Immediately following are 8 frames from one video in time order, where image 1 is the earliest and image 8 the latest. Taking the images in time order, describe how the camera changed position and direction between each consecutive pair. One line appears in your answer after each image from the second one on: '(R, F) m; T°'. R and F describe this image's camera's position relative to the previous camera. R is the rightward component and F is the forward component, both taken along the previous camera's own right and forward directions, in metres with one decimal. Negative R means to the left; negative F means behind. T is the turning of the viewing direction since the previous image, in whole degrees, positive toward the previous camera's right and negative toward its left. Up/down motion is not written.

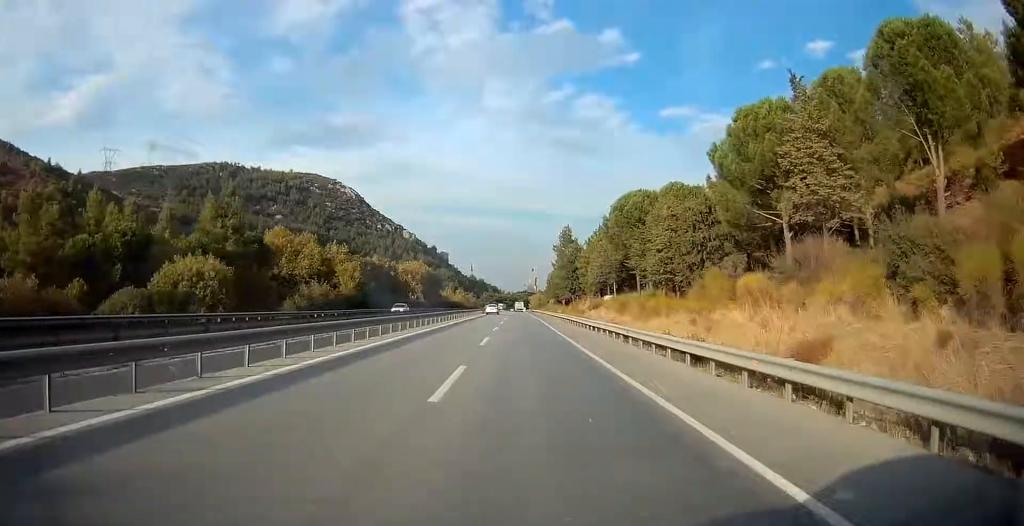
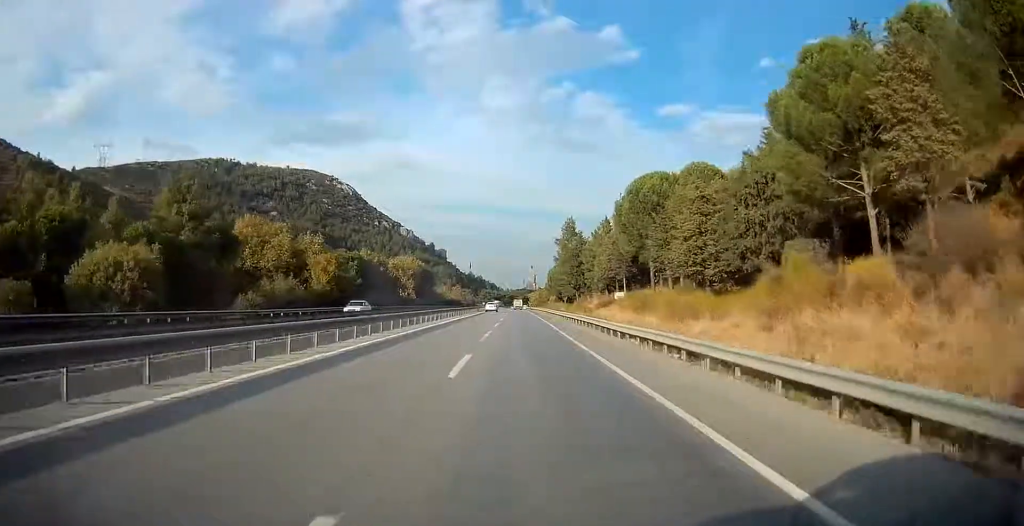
(0.0, +9.9) m; 0°
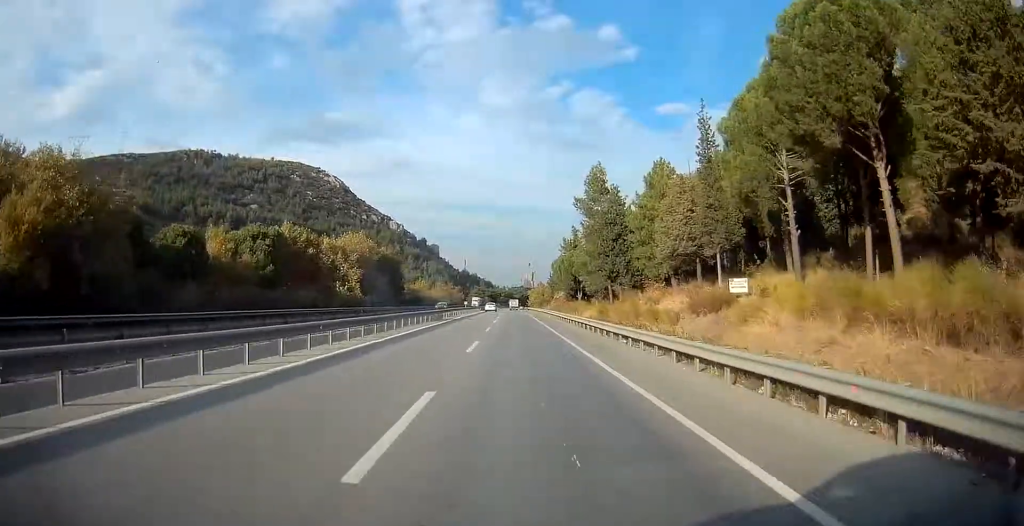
(+0.2, +41.4) m; +1°
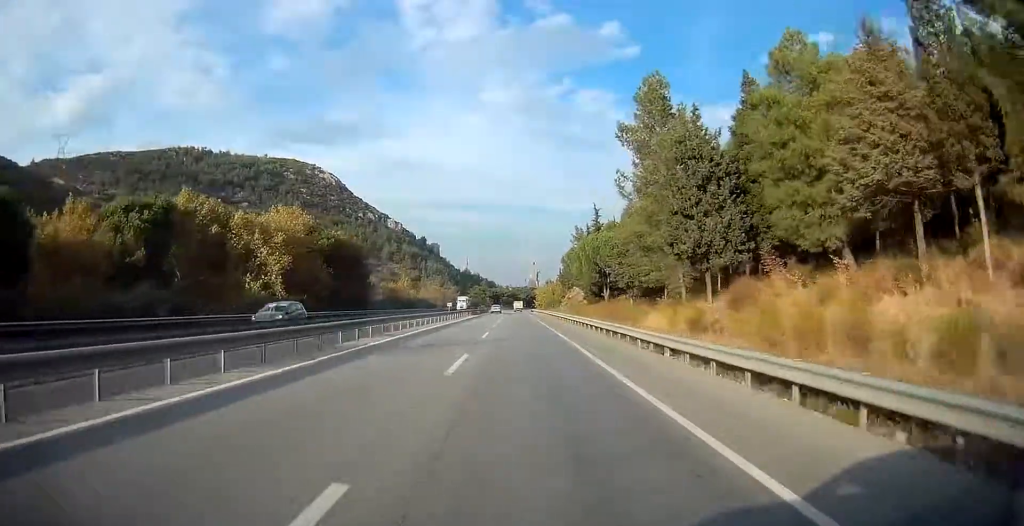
(0.0, +29.6) m; 0°
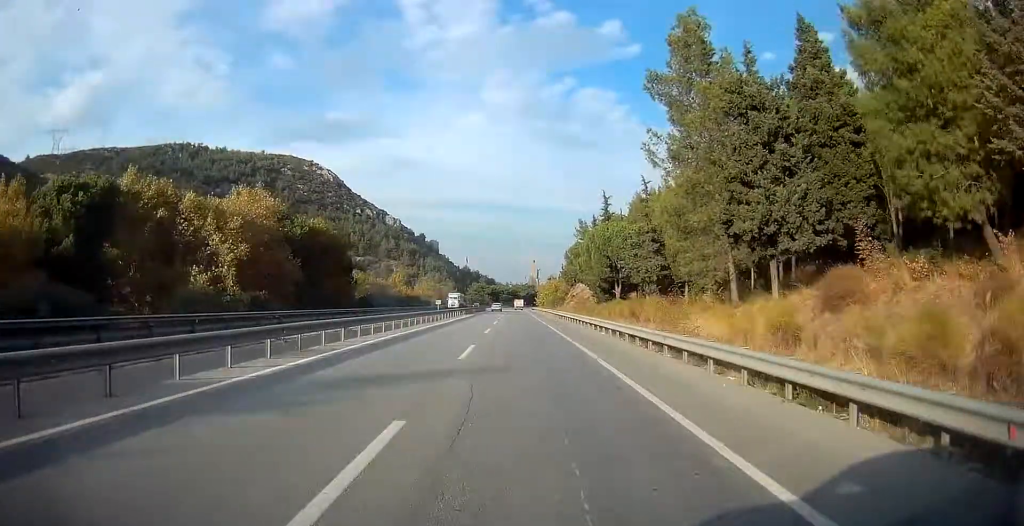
(0.0, +9.8) m; 0°
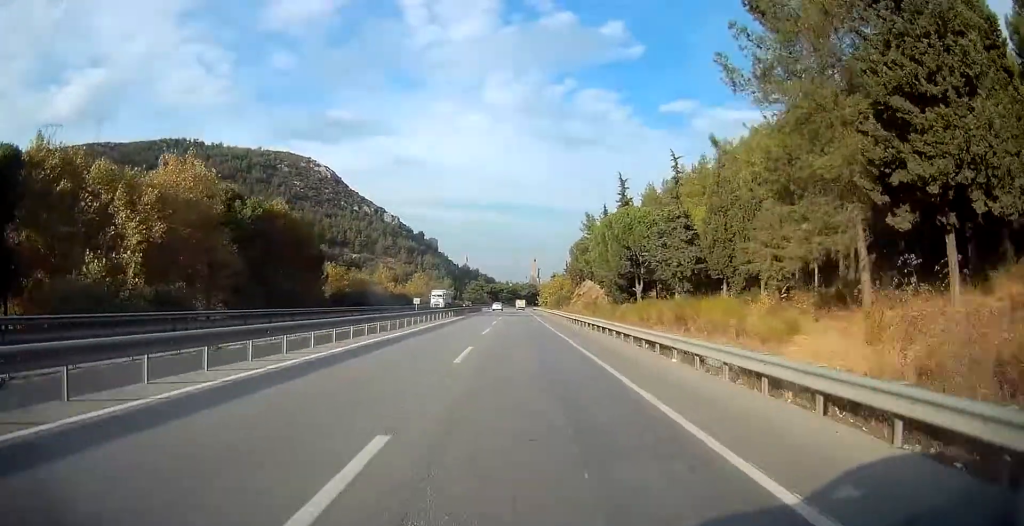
(0.0, +12.6) m; 0°
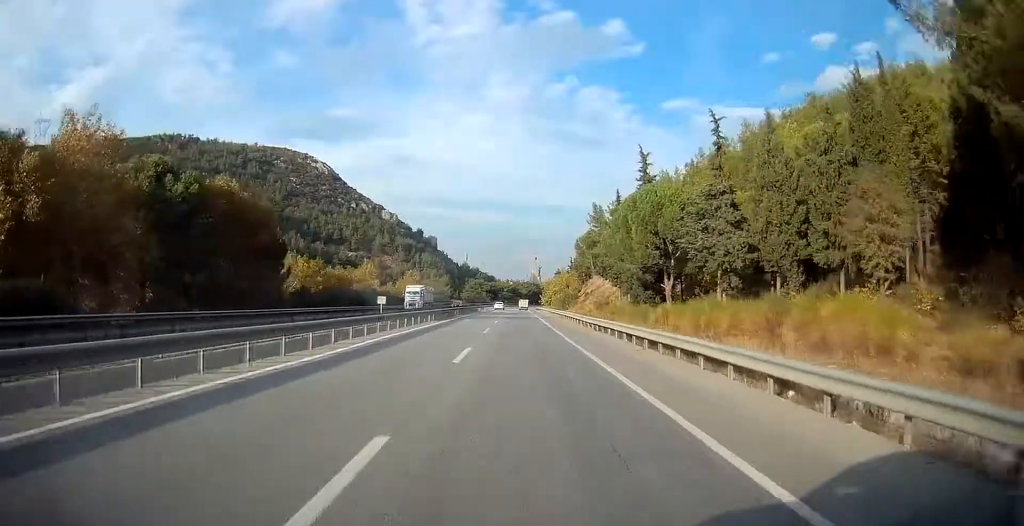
(-0.1, +12.6) m; 0°
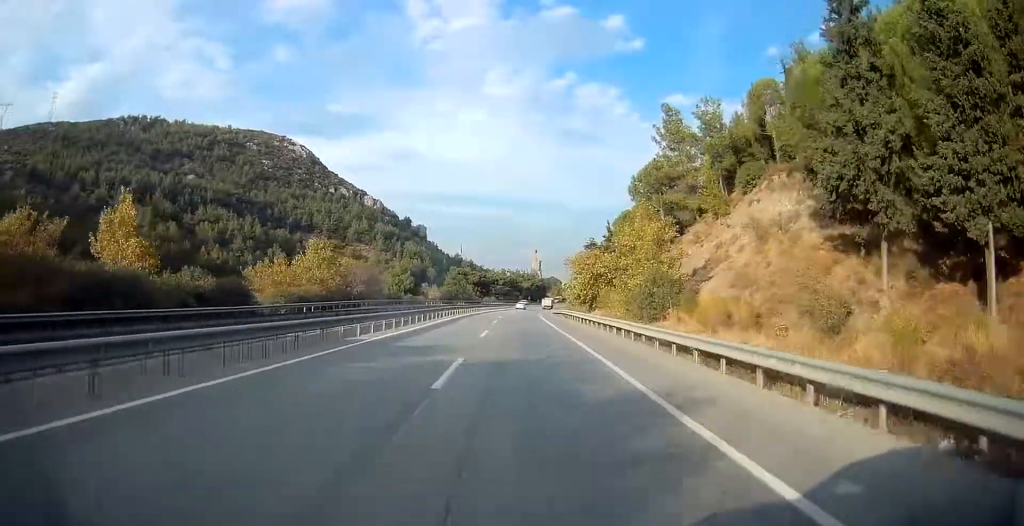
(+0.1, +65.1) m; 0°
